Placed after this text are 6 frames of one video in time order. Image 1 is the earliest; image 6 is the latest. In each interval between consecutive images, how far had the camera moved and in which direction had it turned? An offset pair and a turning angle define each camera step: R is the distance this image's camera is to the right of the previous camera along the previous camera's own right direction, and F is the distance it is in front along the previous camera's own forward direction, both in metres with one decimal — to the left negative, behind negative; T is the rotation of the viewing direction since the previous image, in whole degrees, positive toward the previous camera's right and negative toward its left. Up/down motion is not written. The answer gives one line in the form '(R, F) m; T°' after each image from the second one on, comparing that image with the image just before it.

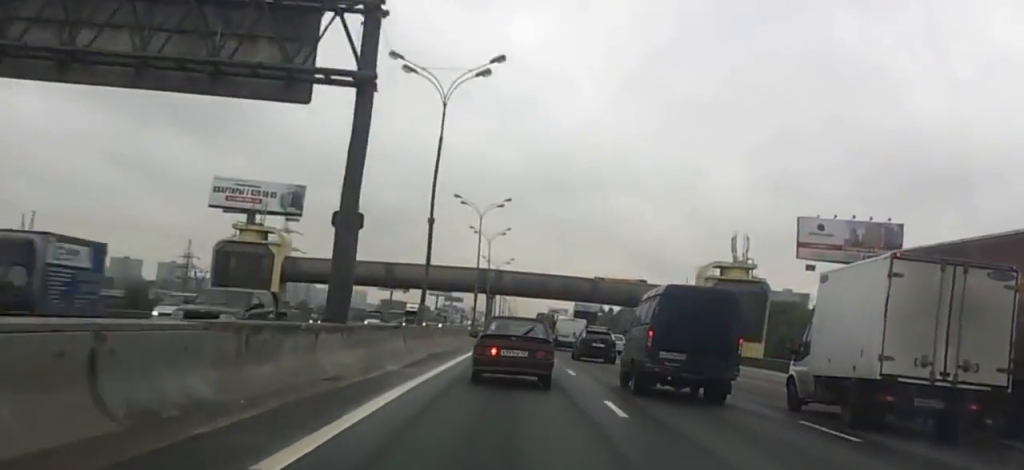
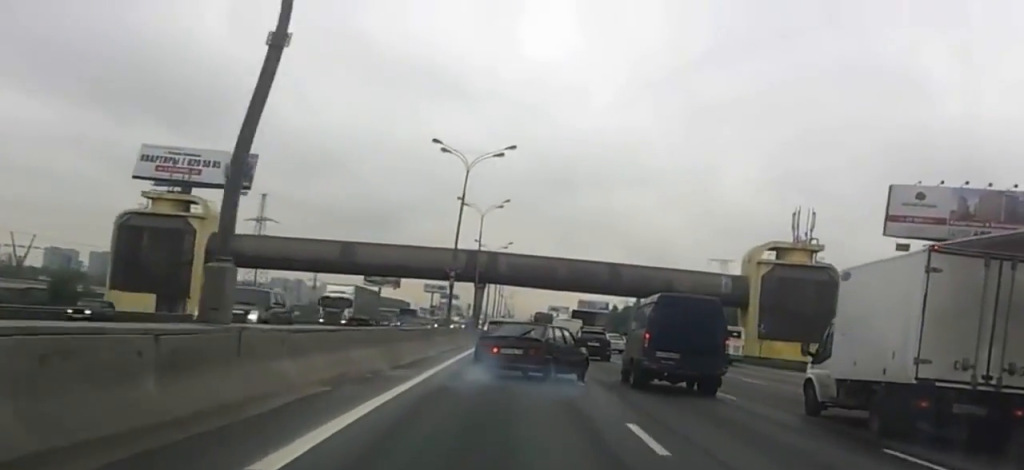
(-0.1, +31.0) m; -1°
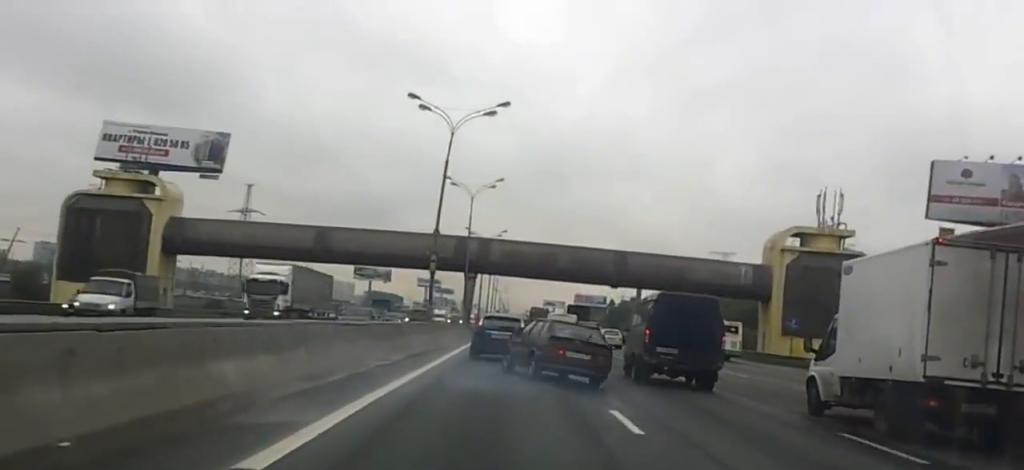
(-0.1, +11.5) m; 0°
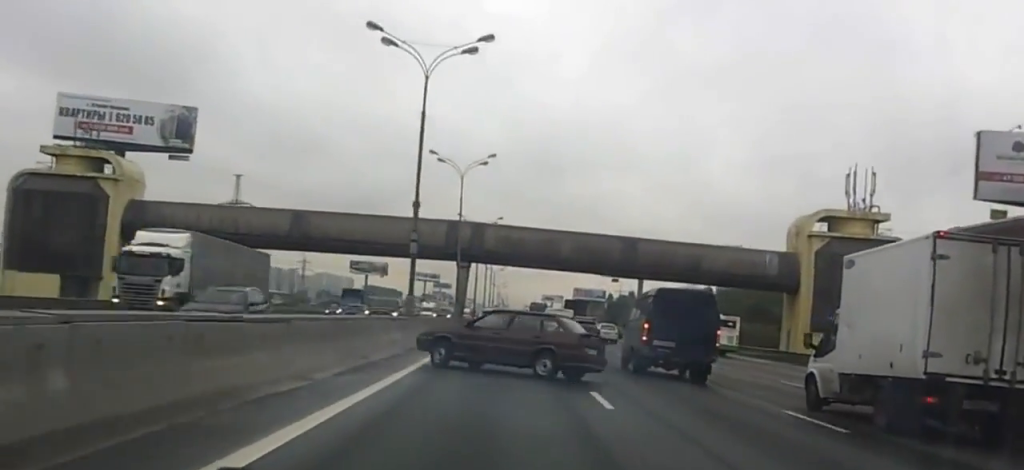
(0.0, +10.2) m; 0°
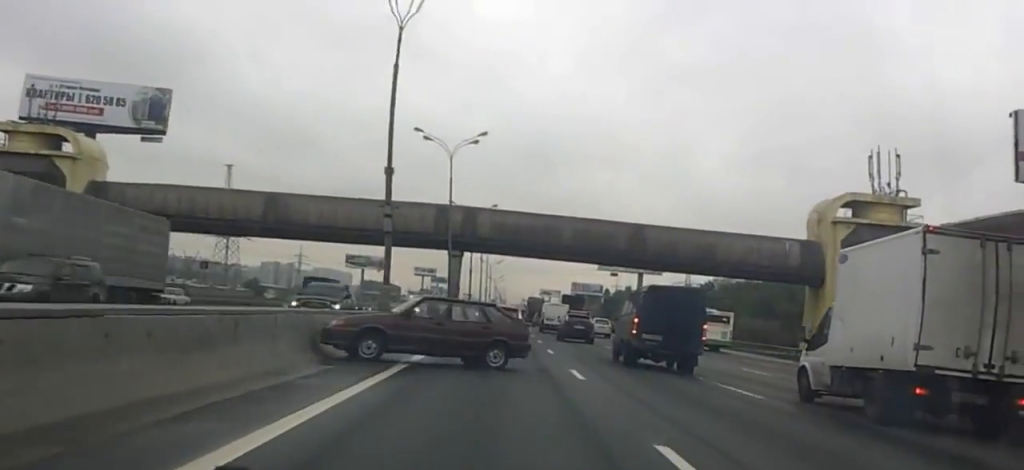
(0.0, +8.6) m; 0°
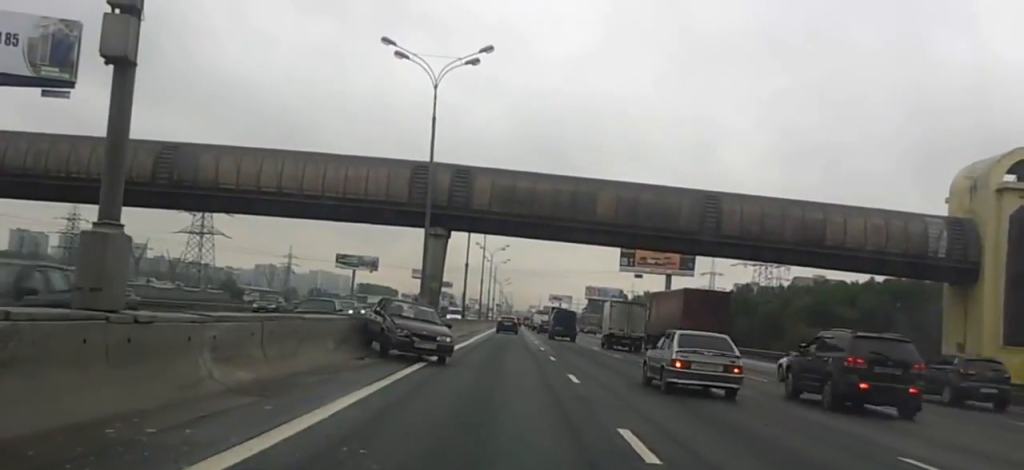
(+0.3, +54.8) m; +1°
